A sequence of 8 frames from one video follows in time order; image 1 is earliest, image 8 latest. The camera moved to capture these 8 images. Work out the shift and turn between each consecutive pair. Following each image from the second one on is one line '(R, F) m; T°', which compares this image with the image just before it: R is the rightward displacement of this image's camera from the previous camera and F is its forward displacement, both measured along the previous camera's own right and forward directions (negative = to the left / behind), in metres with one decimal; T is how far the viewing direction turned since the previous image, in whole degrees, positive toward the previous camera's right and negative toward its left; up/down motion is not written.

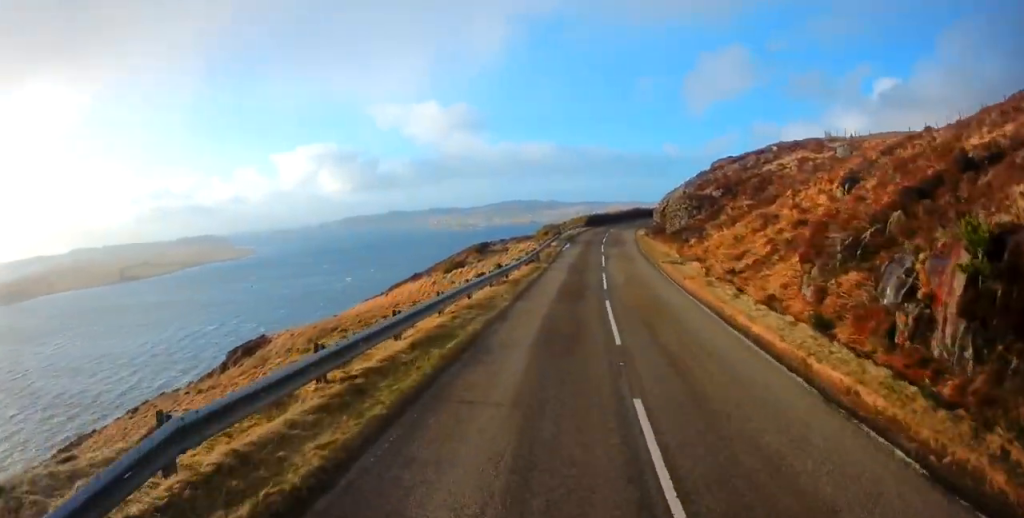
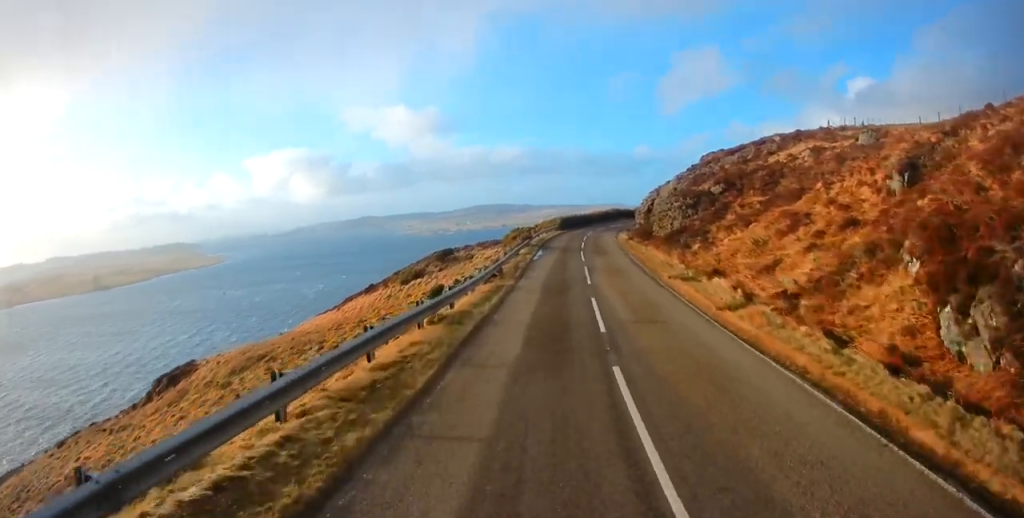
(+0.2, +7.9) m; +1°
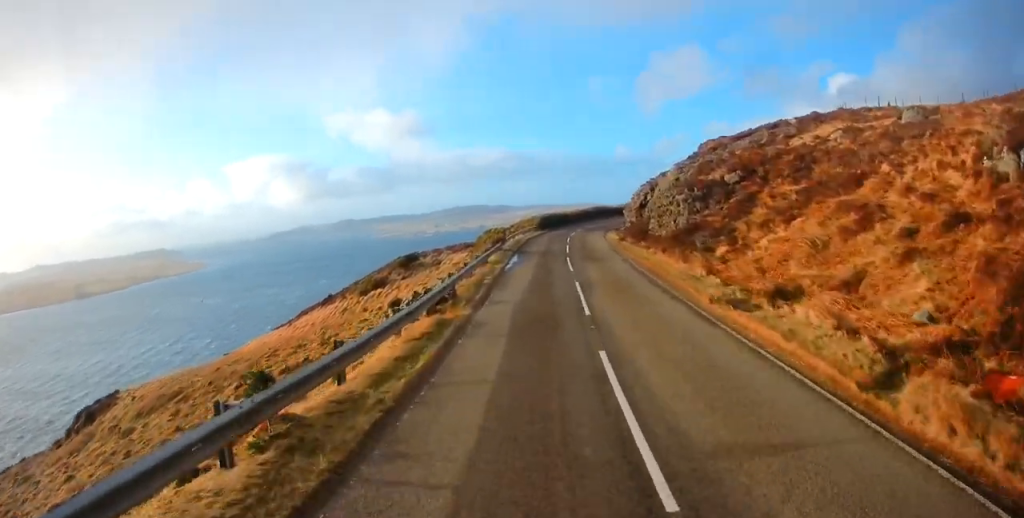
(+0.1, +7.3) m; +1°
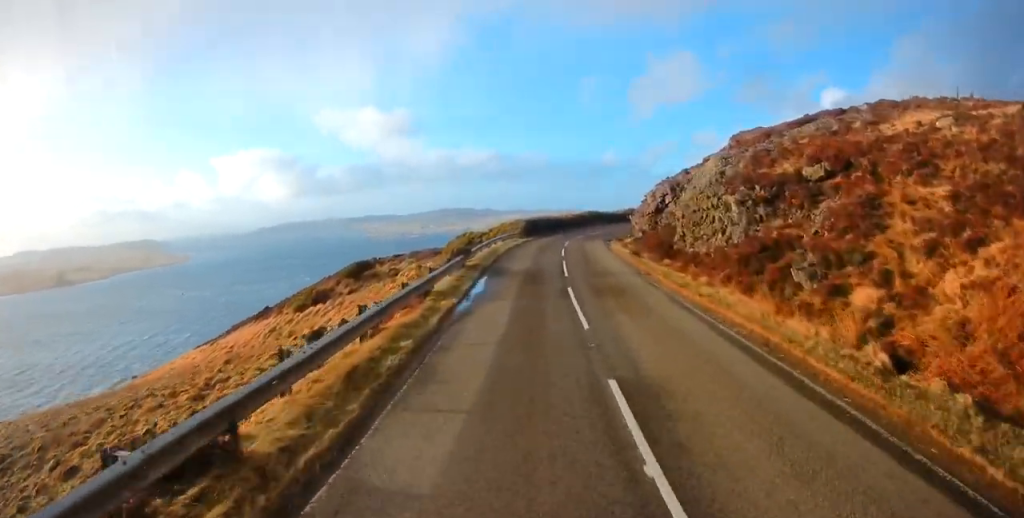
(+0.1, +11.9) m; +1°
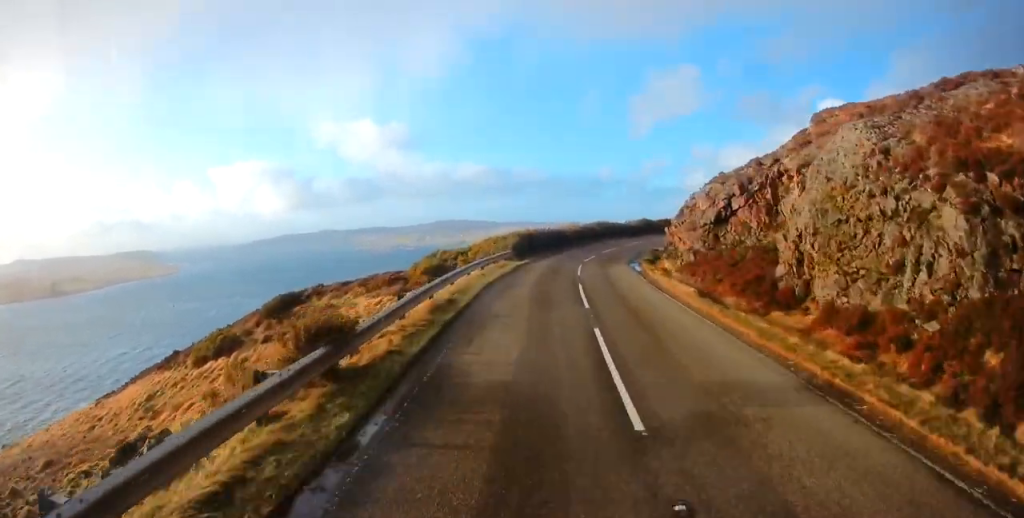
(+0.2, +13.1) m; +2°
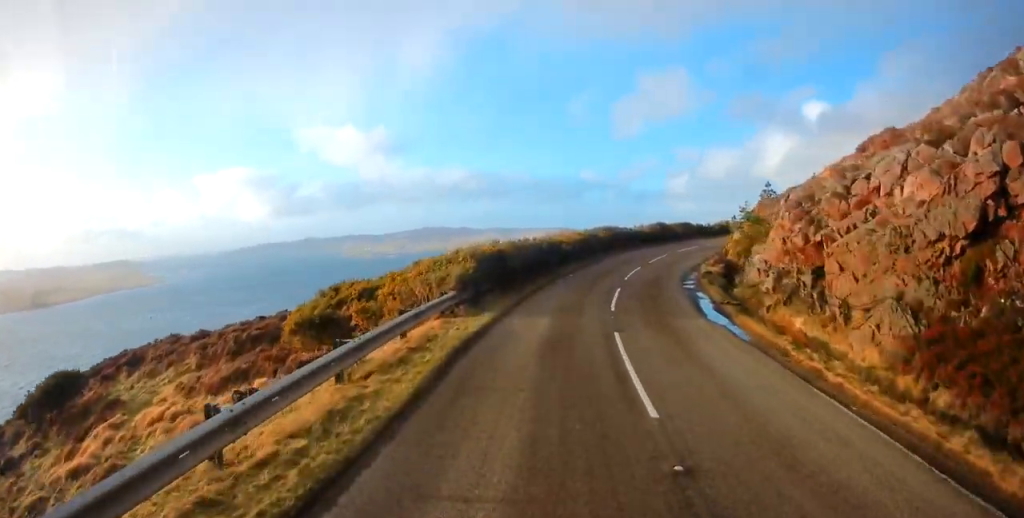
(+0.6, +17.1) m; +4°
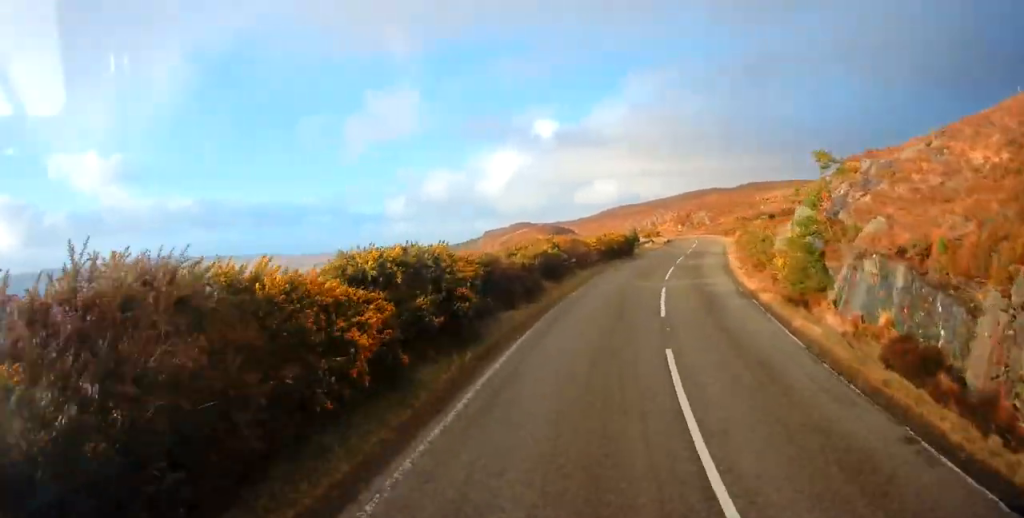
(+11.0, +45.4) m; +30°
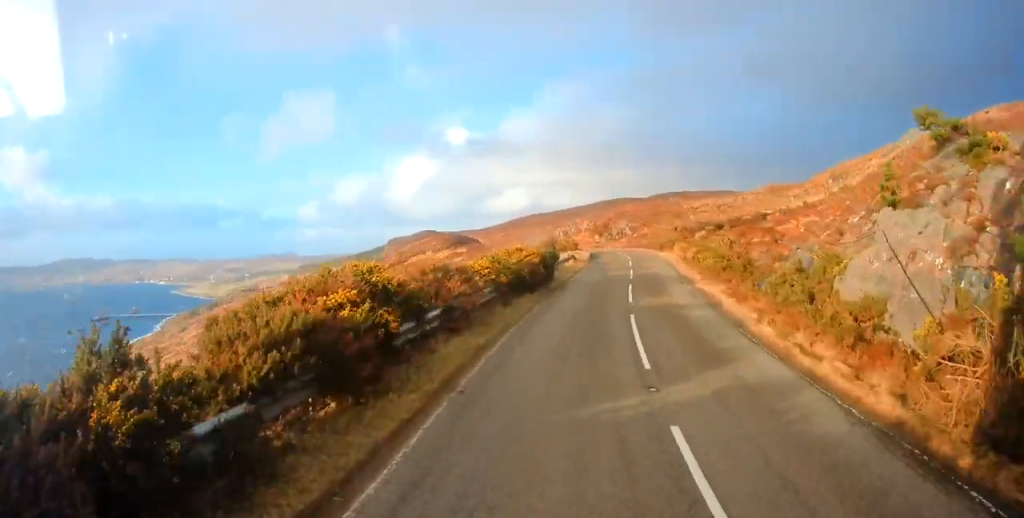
(+1.0, +12.3) m; +7°
